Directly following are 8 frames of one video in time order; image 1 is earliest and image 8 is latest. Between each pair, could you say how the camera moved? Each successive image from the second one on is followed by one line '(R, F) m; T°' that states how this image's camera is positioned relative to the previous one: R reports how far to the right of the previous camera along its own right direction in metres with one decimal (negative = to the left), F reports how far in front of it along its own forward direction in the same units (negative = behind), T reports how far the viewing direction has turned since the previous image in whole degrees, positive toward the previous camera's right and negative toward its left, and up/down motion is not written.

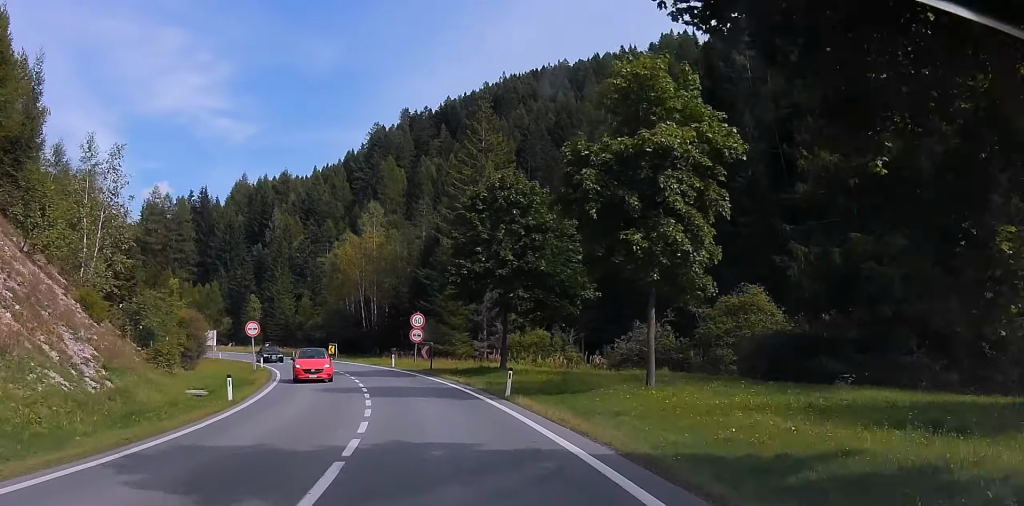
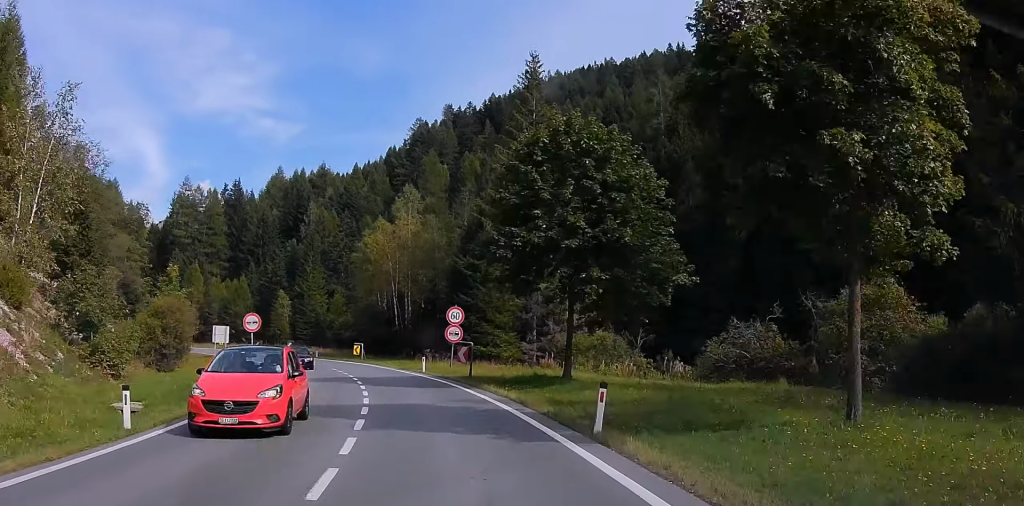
(0.0, +8.8) m; 0°
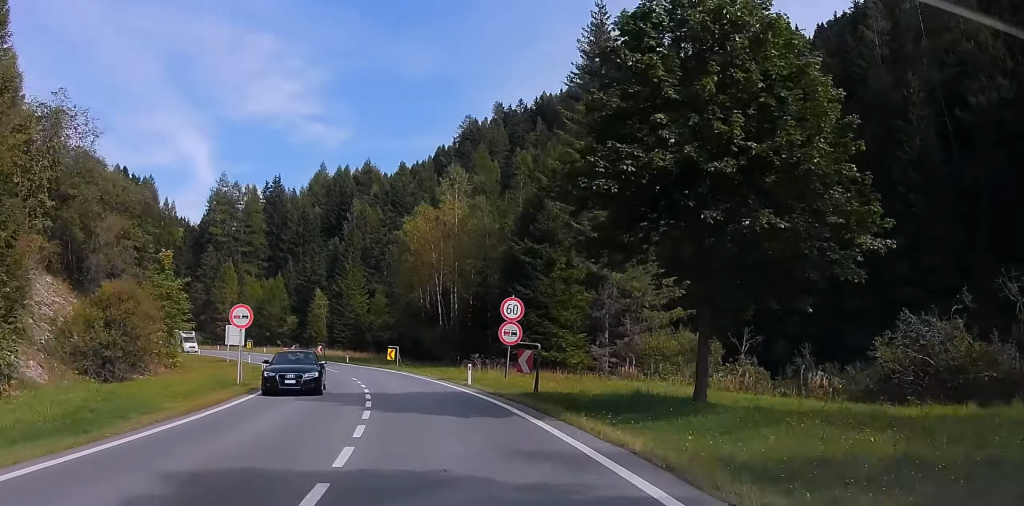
(0.0, +9.7) m; 0°
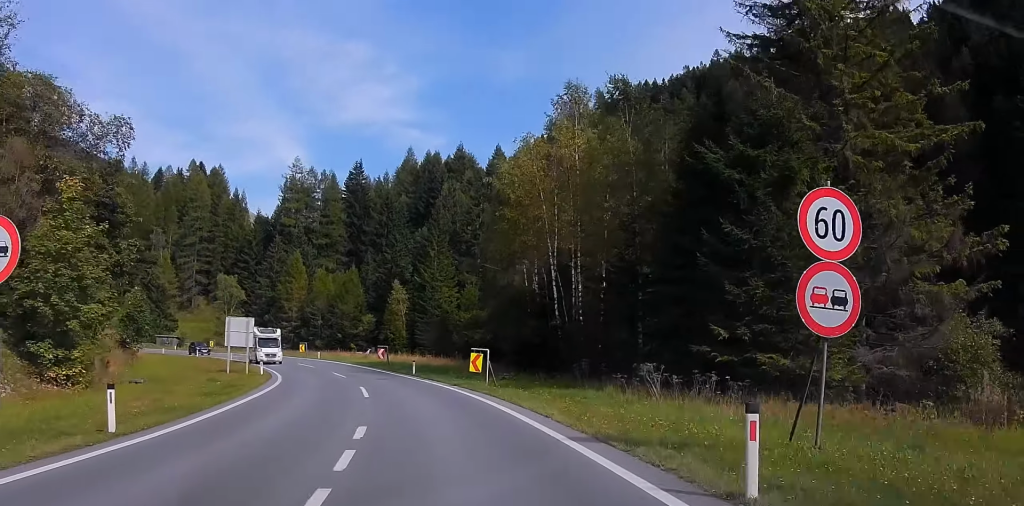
(0.0, +20.8) m; 0°
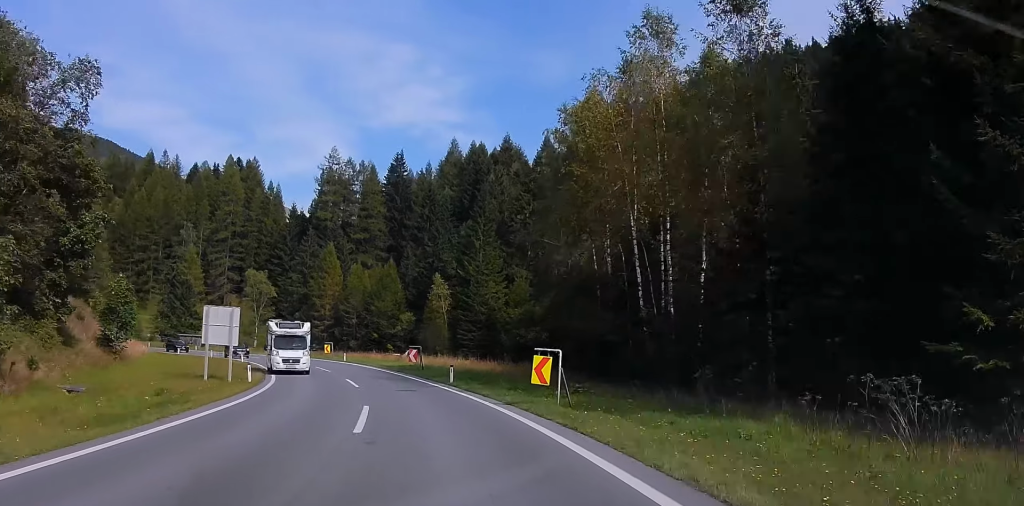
(0.0, +9.6) m; 0°
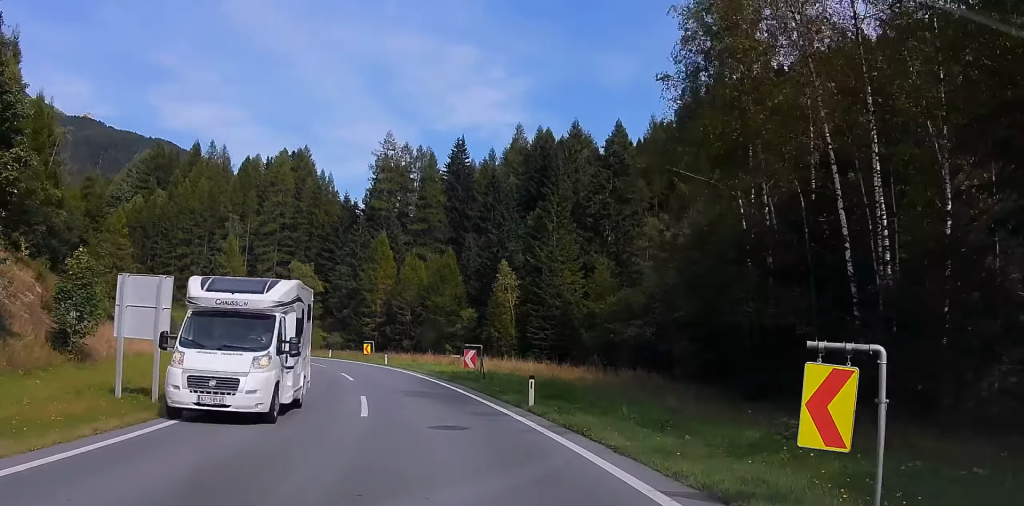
(-0.1, +12.5) m; -9°
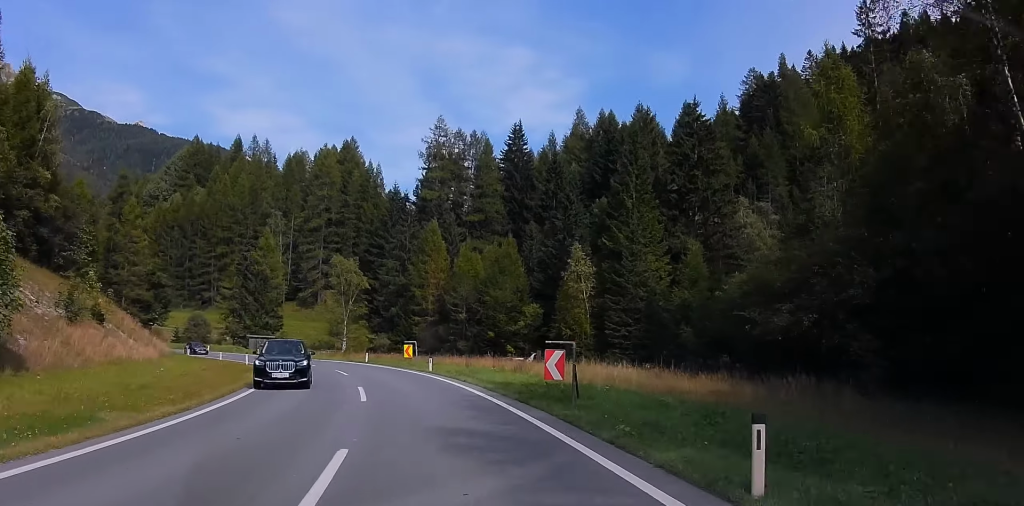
(-1.3, +10.9) m; -10°
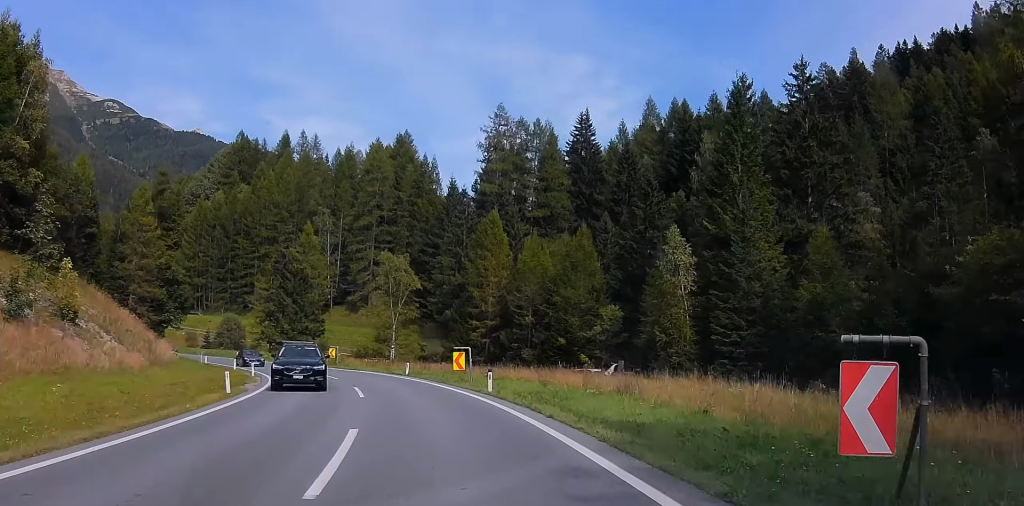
(-1.3, +12.0) m; -10°
